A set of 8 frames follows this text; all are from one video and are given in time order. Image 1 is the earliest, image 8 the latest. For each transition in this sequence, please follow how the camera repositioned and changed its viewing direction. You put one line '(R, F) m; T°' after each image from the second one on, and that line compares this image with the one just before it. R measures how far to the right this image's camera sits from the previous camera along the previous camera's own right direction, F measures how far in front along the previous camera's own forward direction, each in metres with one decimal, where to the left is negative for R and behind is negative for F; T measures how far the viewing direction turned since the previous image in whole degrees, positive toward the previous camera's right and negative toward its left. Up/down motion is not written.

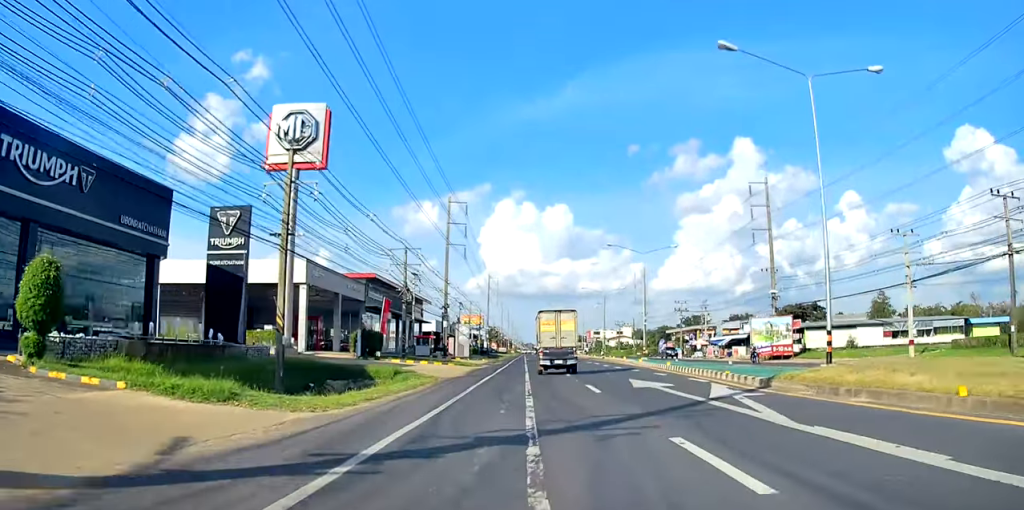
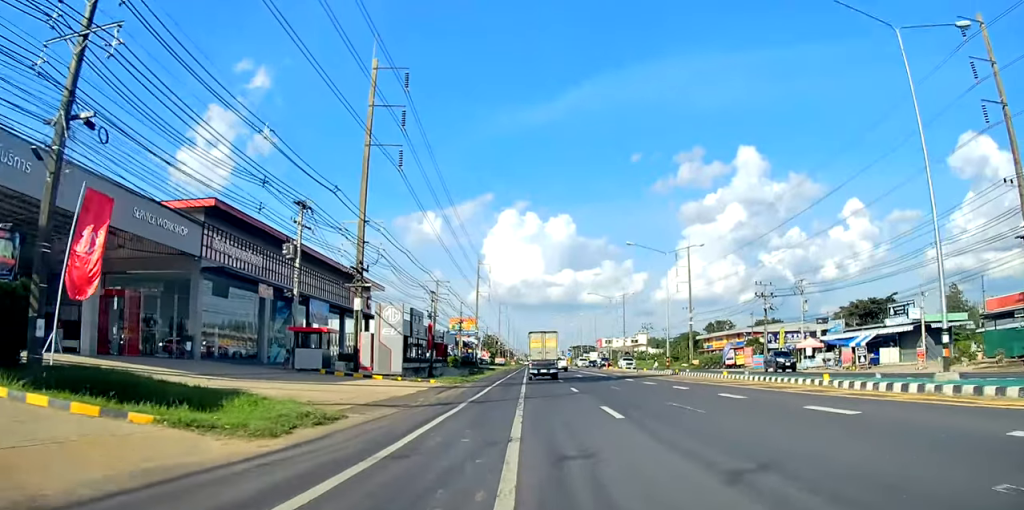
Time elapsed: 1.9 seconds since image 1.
(-0.1, +39.5) m; 0°
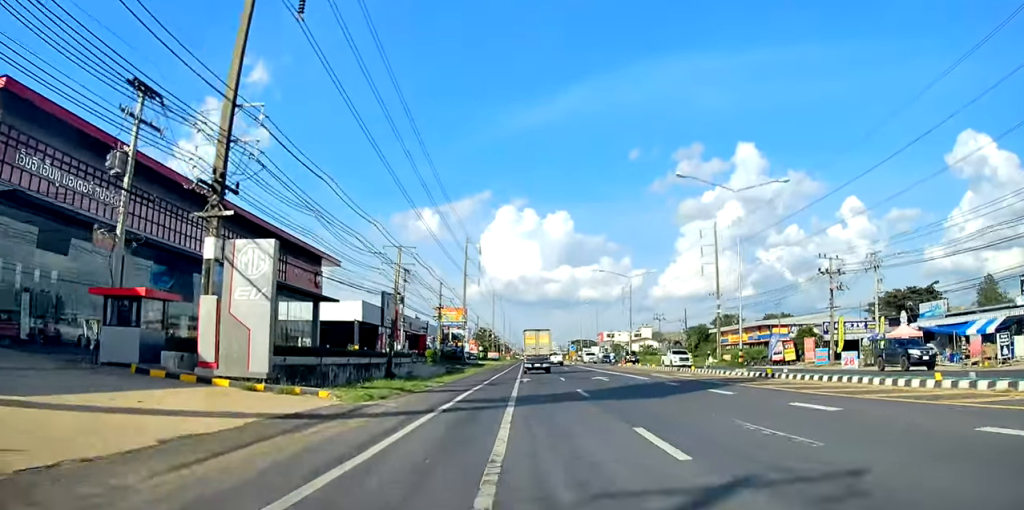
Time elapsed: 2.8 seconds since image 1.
(+0.1, +17.5) m; 0°
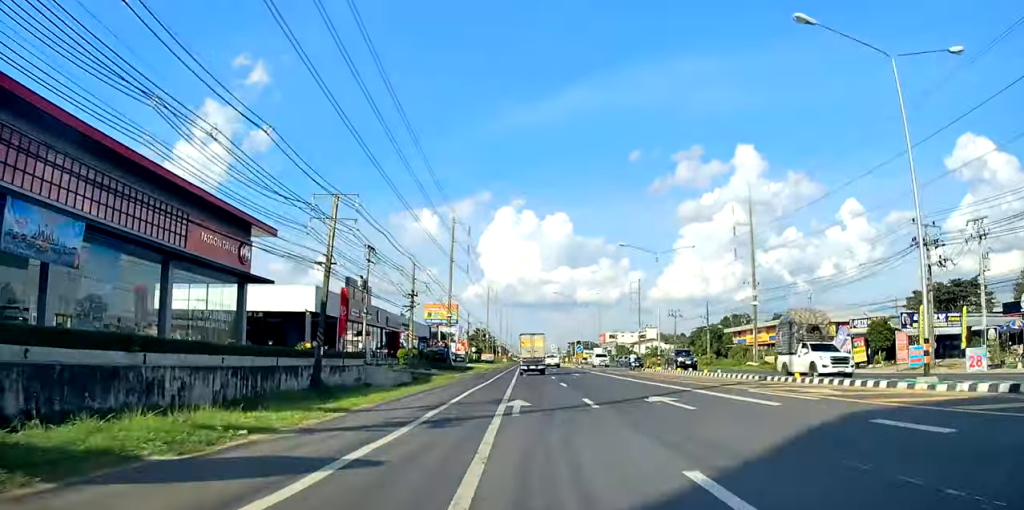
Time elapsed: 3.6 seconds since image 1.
(0.0, +15.8) m; -1°
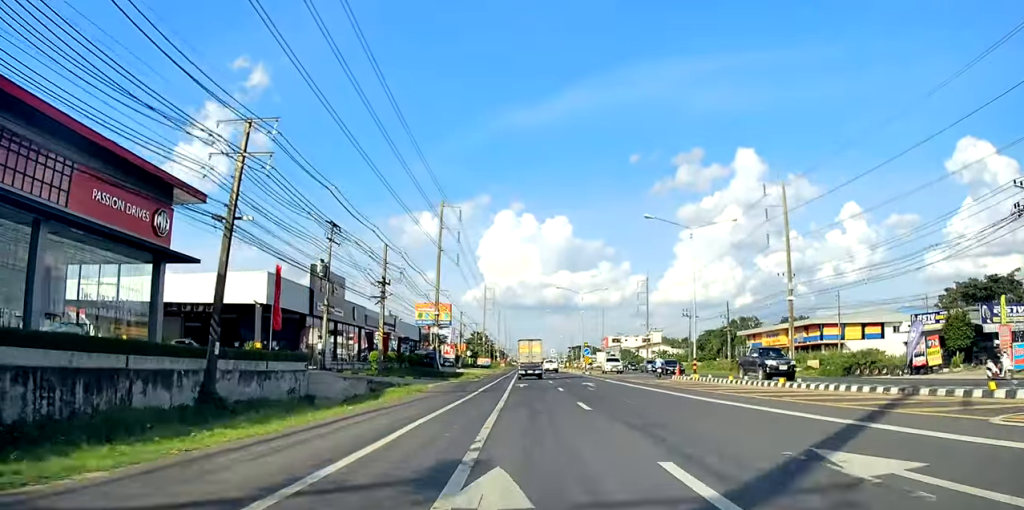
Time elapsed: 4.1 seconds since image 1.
(-0.1, +11.1) m; 0°
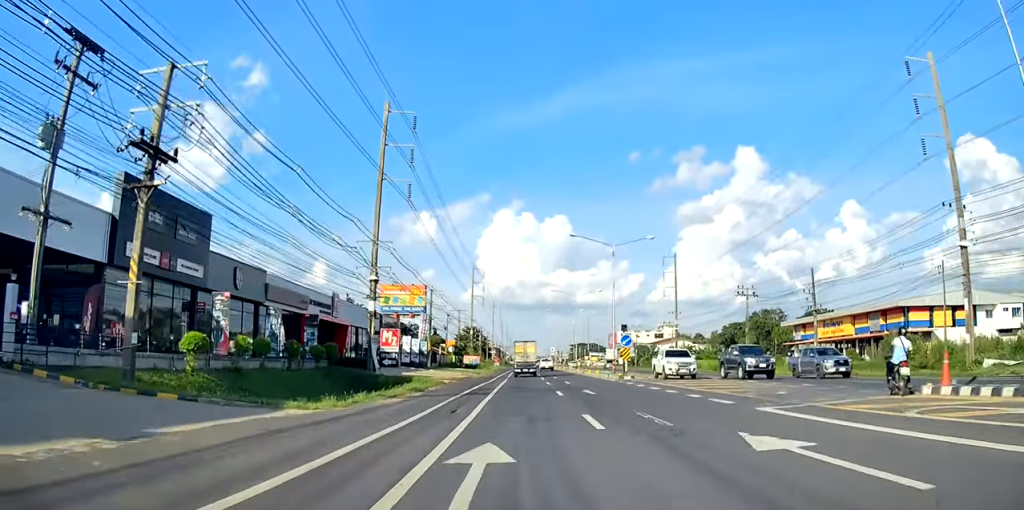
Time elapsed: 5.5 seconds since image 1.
(-0.1, +27.7) m; 0°
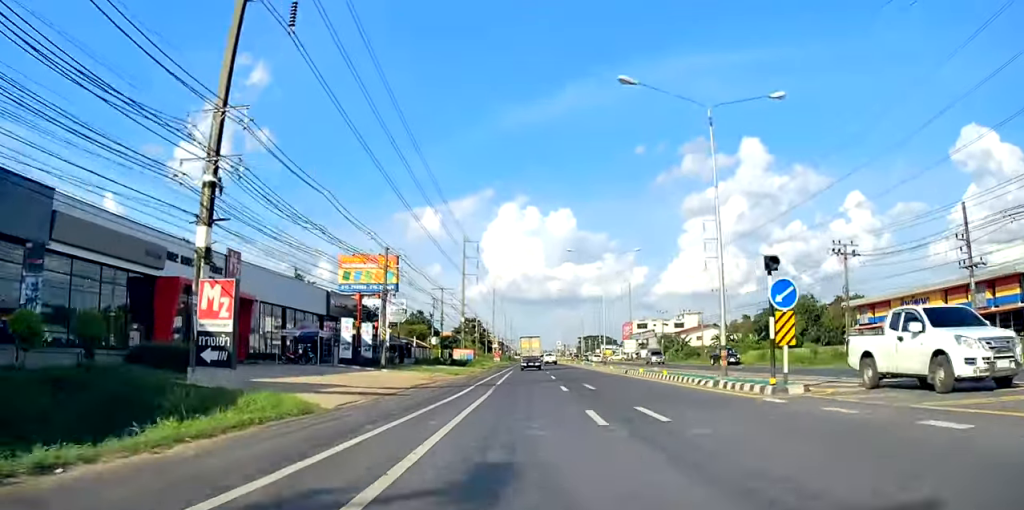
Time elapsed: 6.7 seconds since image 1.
(-0.1, +24.1) m; +1°
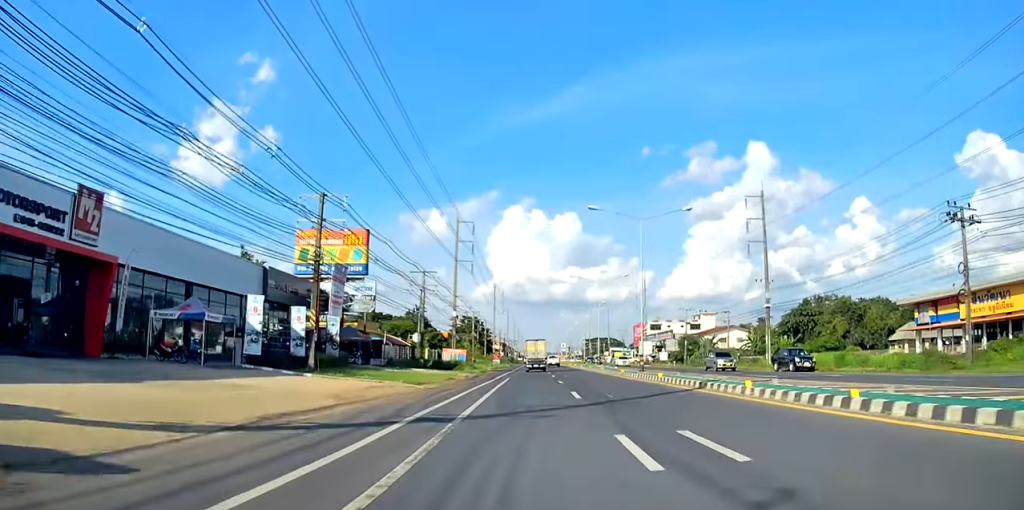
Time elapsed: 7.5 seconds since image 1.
(+0.4, +16.3) m; 0°
